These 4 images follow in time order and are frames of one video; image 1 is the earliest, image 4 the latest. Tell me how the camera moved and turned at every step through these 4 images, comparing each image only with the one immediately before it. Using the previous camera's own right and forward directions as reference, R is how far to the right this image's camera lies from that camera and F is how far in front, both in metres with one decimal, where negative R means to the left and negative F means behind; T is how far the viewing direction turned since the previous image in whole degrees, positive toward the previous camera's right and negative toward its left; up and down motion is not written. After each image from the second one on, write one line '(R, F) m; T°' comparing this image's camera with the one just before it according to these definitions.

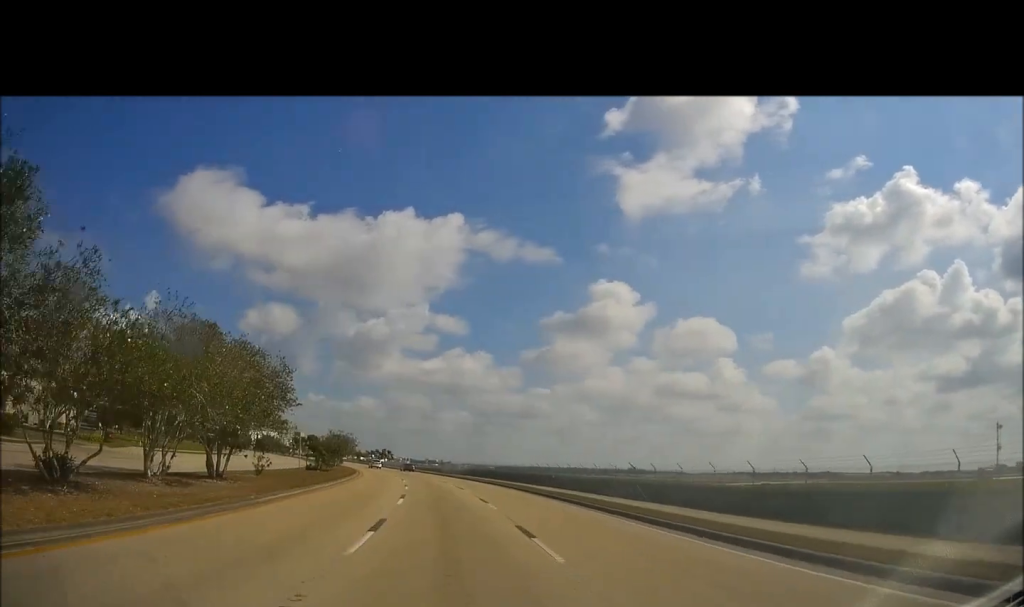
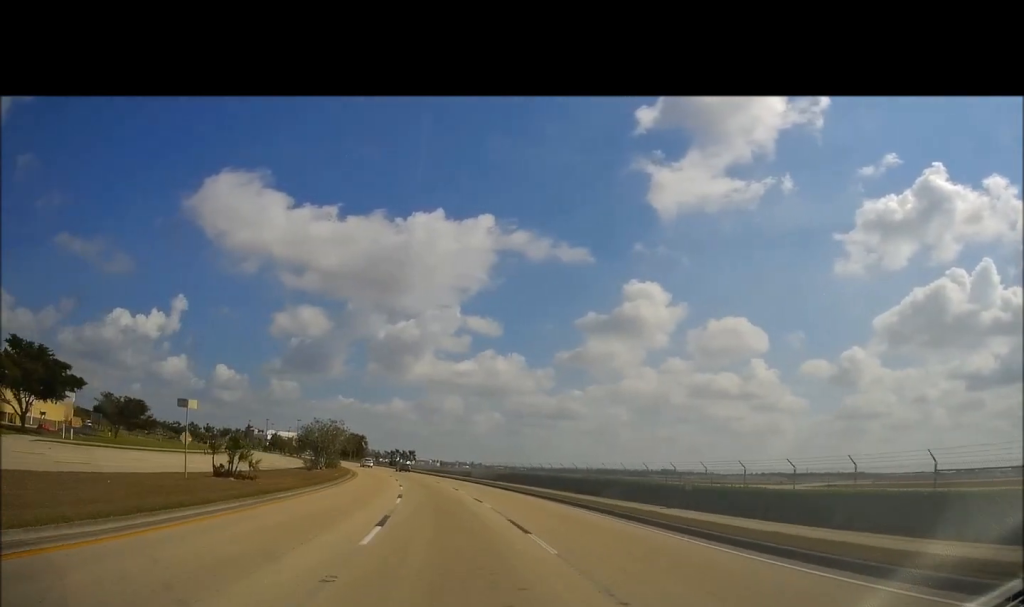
(-0.1, +23.6) m; -3°
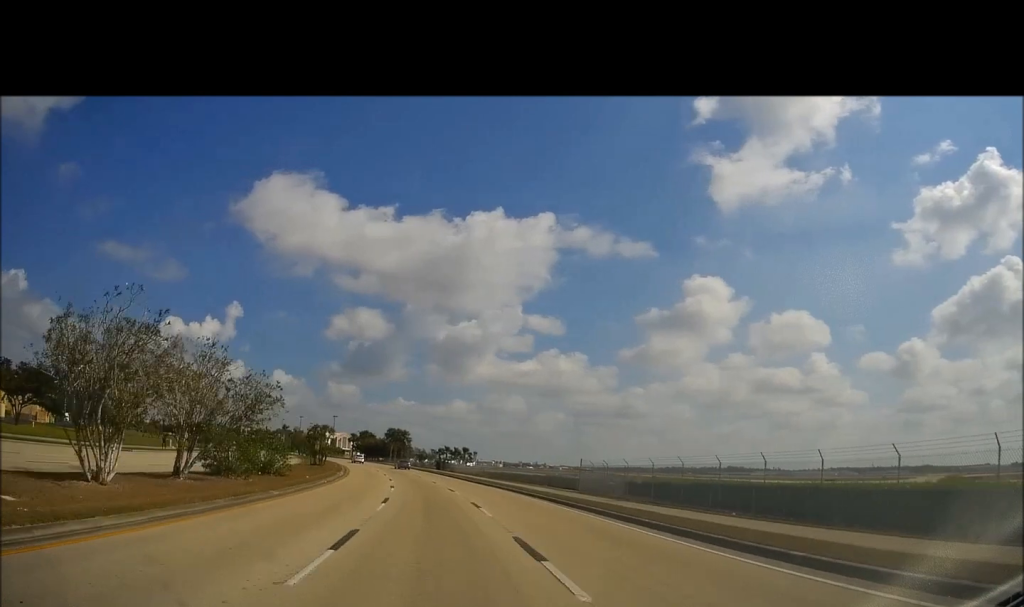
(-3.1, +41.6) m; -6°
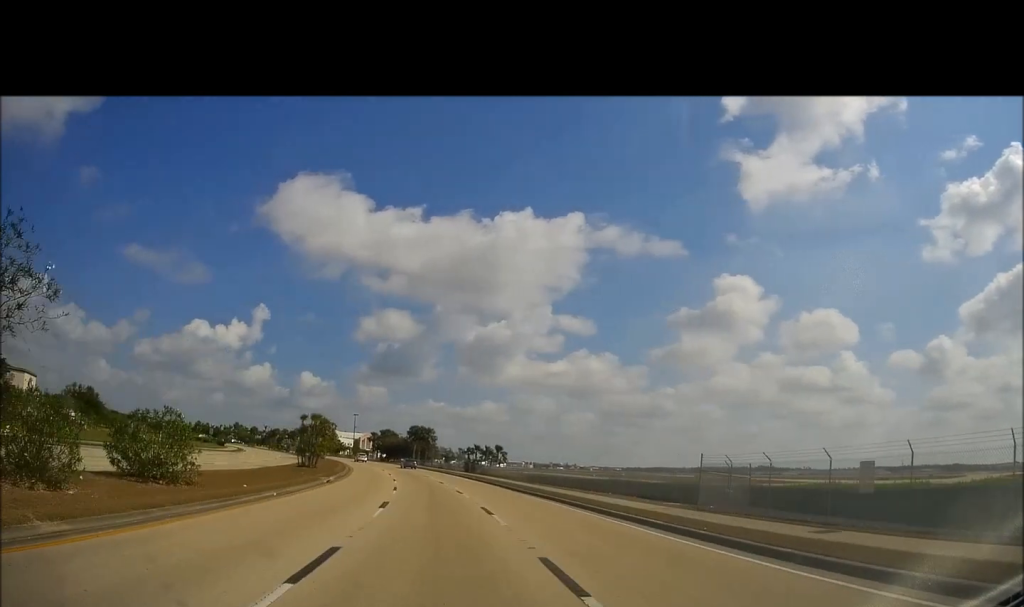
(0.0, +15.7) m; -2°
